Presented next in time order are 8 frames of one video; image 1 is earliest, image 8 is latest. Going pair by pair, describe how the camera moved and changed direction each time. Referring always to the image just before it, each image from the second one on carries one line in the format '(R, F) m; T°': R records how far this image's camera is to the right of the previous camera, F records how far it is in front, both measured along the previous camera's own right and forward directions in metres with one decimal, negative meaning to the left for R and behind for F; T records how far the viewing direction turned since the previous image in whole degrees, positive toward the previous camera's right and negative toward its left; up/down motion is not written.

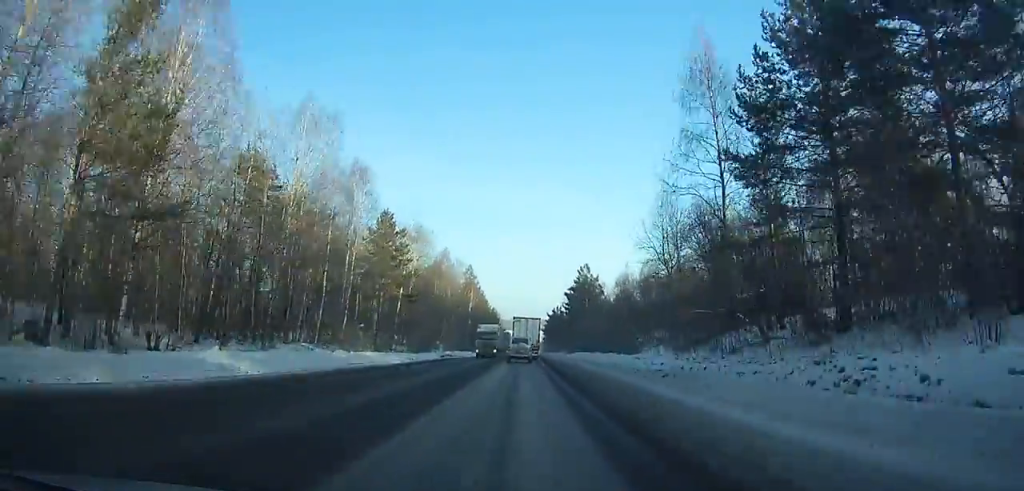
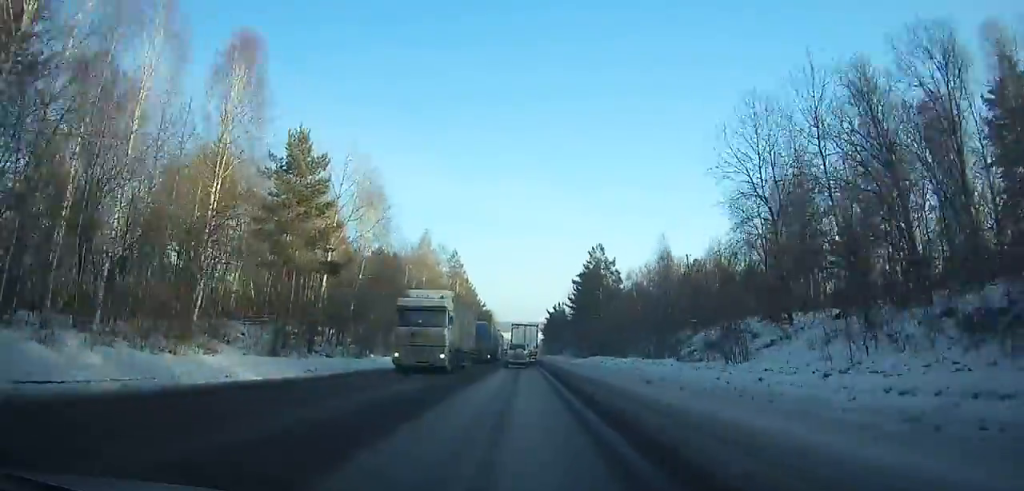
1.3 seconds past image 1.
(+0.1, +26.9) m; 0°
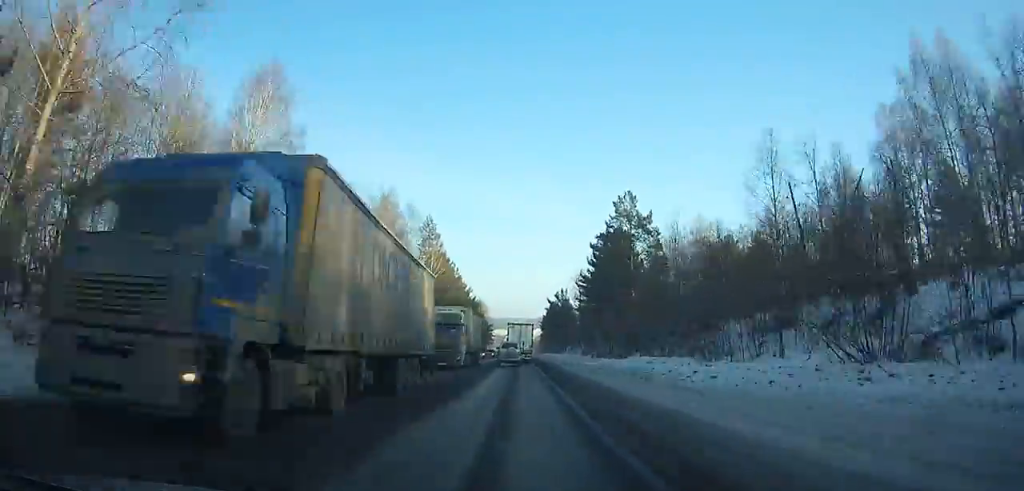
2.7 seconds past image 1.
(-0.1, +29.3) m; 0°
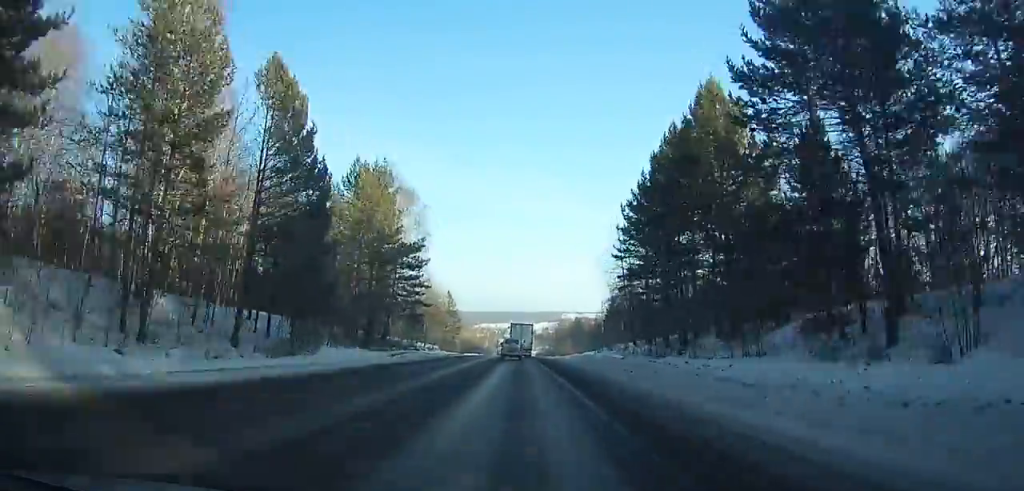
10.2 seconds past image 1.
(-0.7, +161.3) m; -1°
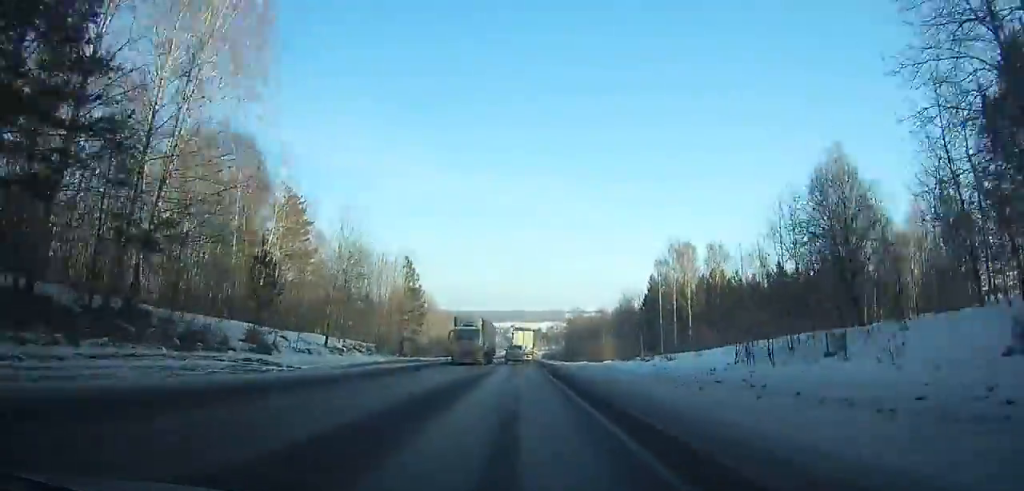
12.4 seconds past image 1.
(-0.2, +49.2) m; 0°
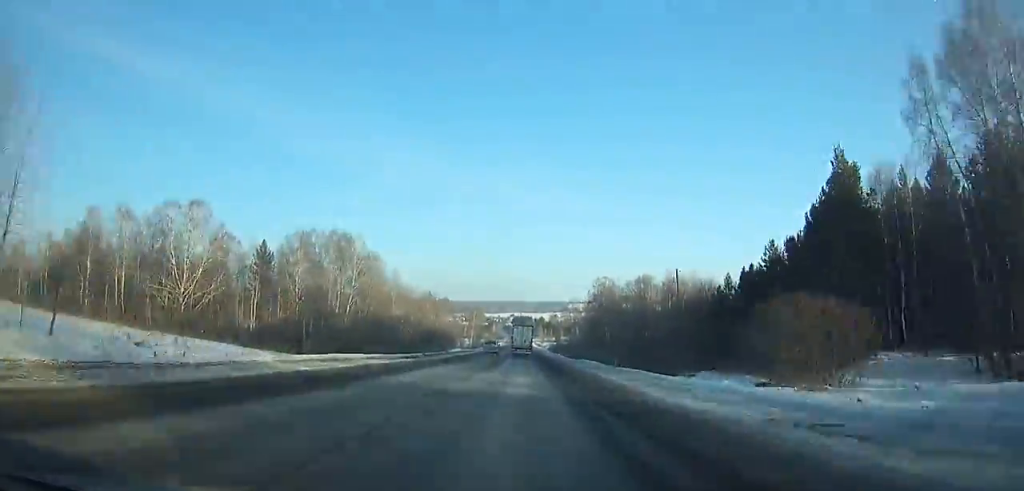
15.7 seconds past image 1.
(+0.3, +75.8) m; 0°
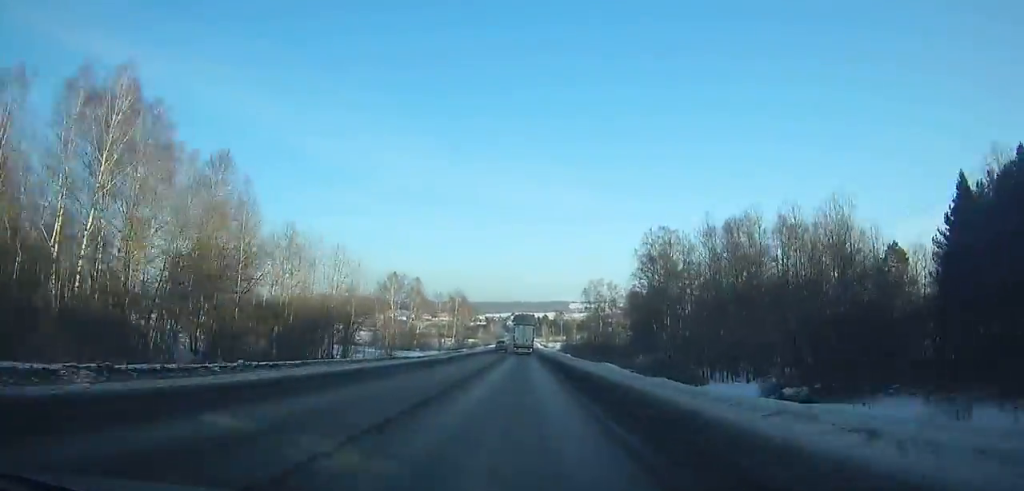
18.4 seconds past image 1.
(+0.1, +63.6) m; 0°
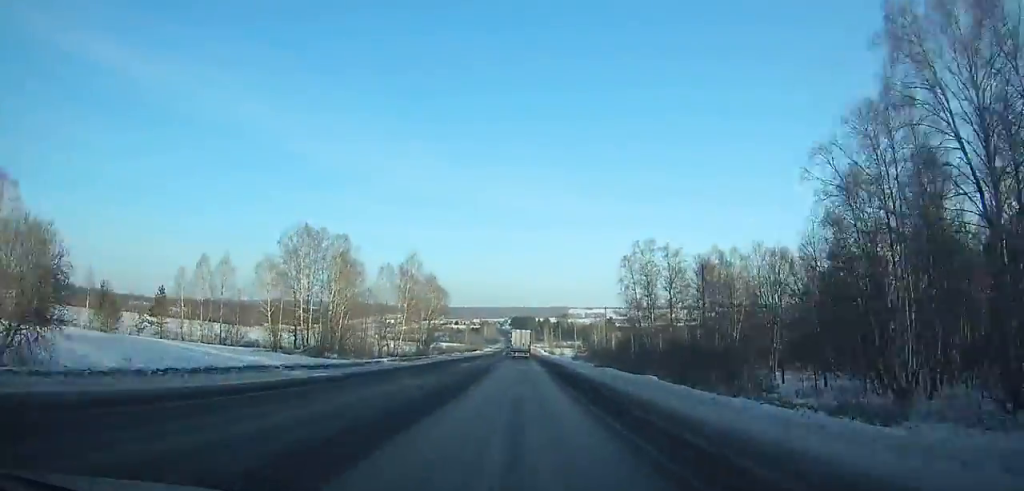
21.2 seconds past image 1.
(0.0, +66.8) m; 0°
